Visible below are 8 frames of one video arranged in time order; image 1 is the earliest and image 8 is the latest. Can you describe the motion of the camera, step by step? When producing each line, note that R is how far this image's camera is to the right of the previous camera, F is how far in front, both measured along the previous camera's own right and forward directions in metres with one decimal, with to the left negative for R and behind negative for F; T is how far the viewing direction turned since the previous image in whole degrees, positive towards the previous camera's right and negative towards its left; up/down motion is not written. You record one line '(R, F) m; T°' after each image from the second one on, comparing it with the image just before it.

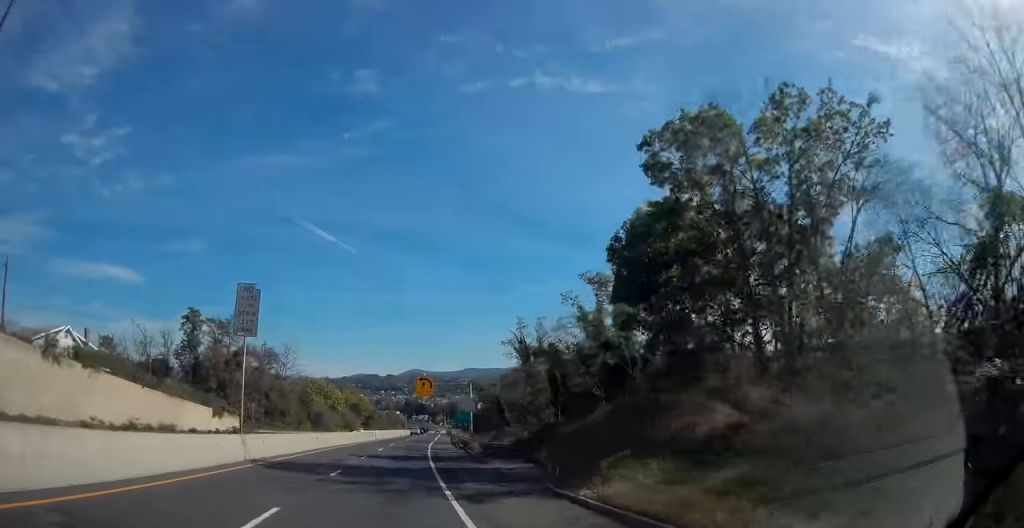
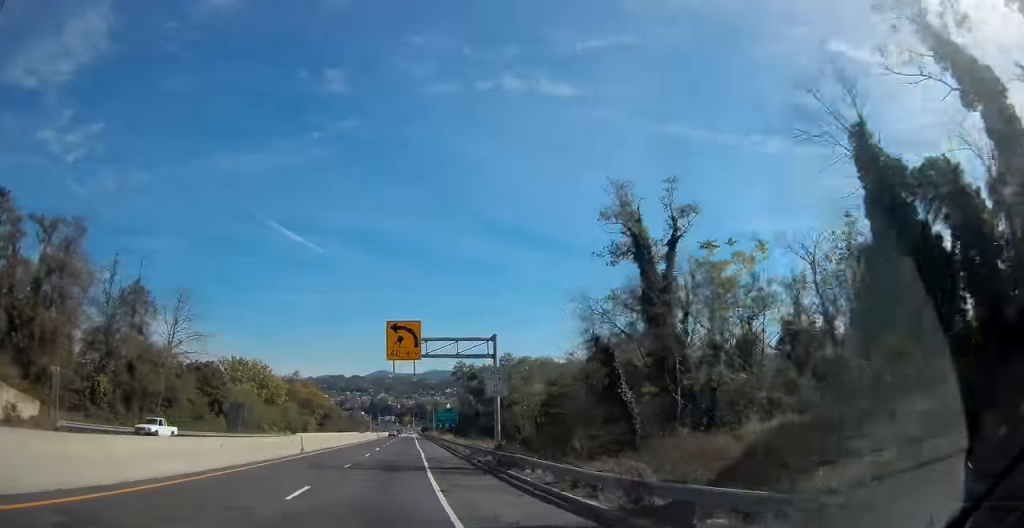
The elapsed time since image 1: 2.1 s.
(-0.8, +42.7) m; 0°
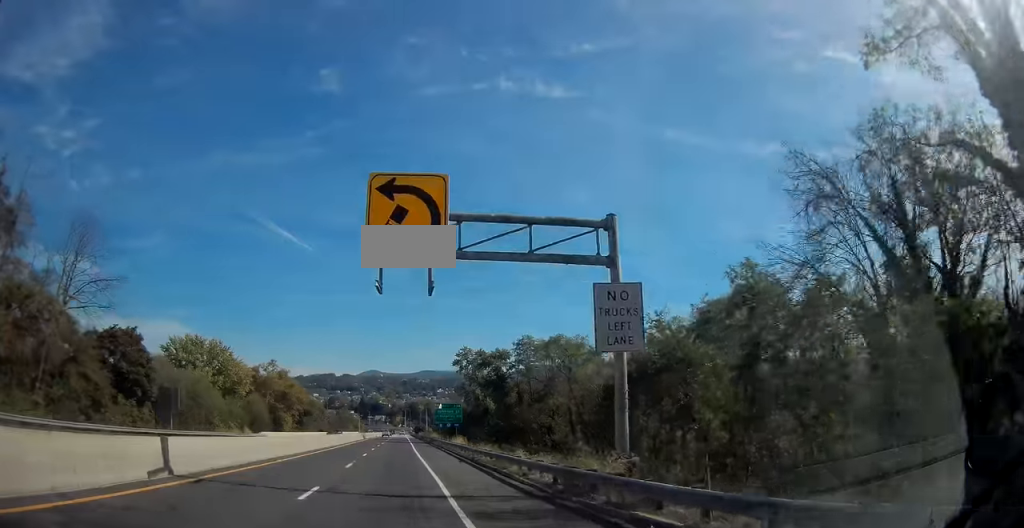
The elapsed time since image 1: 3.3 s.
(+0.8, +23.8) m; +3°
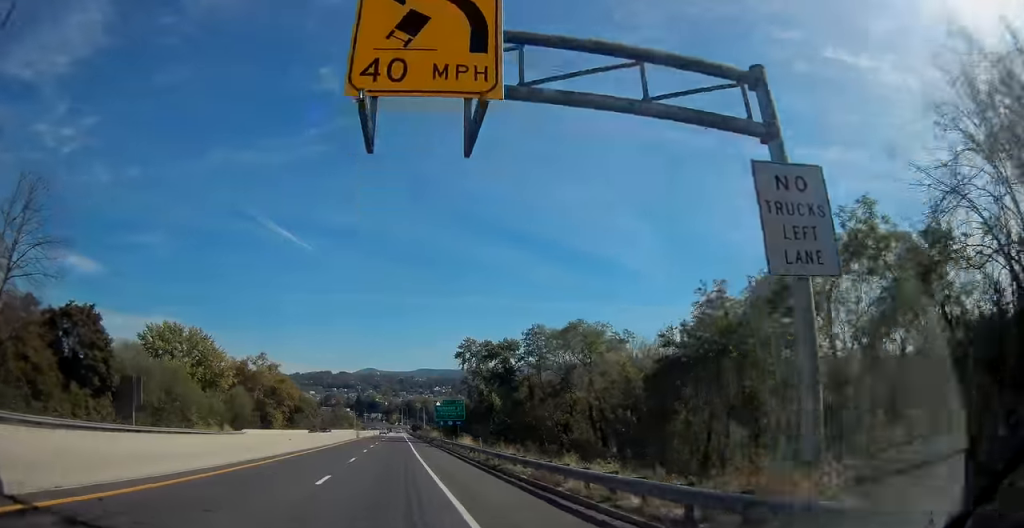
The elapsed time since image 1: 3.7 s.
(0.0, +8.8) m; 0°
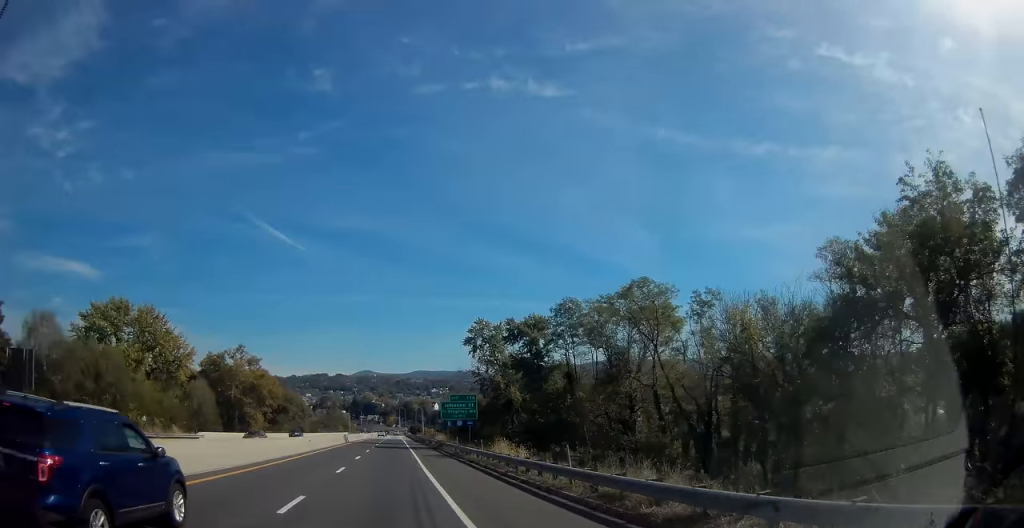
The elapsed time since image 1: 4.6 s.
(+0.4, +17.6) m; +1°
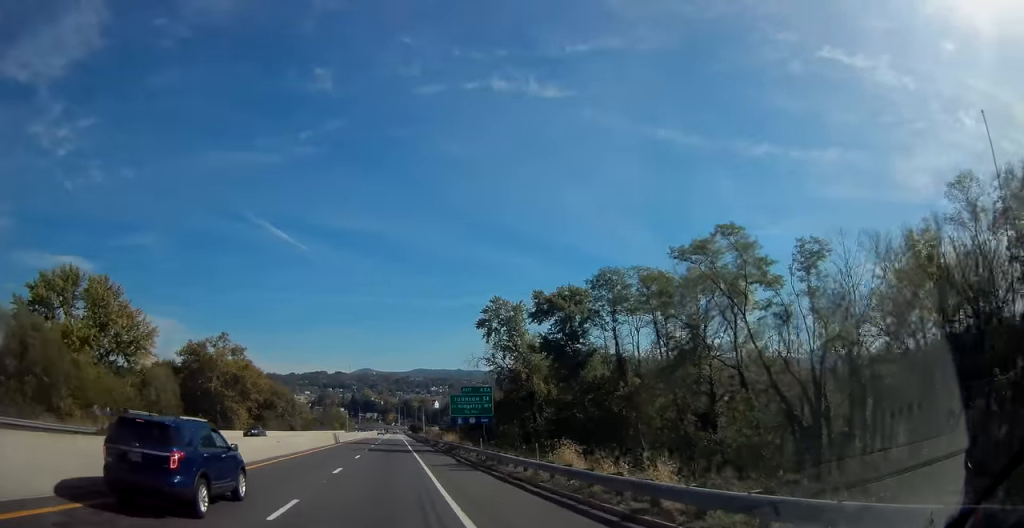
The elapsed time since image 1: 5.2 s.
(-0.1, +13.0) m; 0°
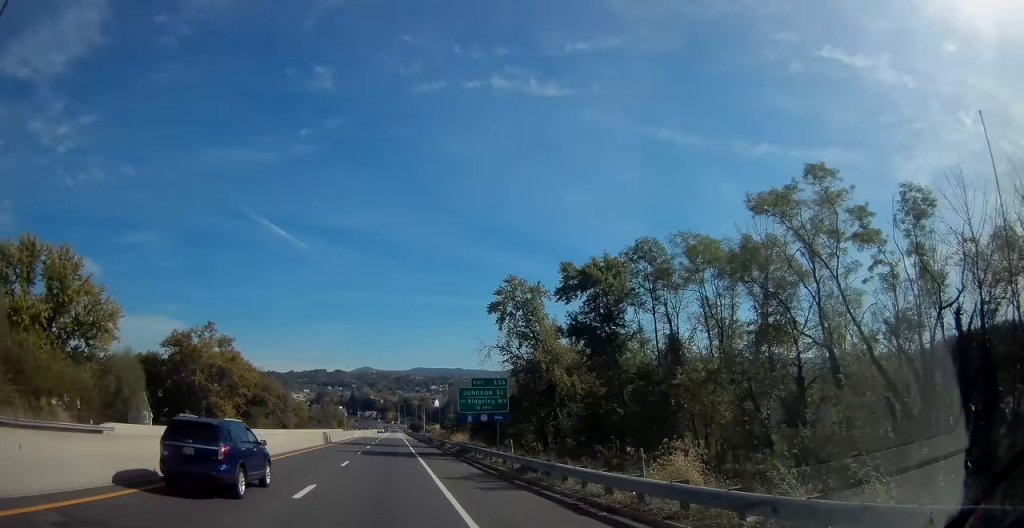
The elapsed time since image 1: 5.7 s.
(0.0, +8.9) m; 0°
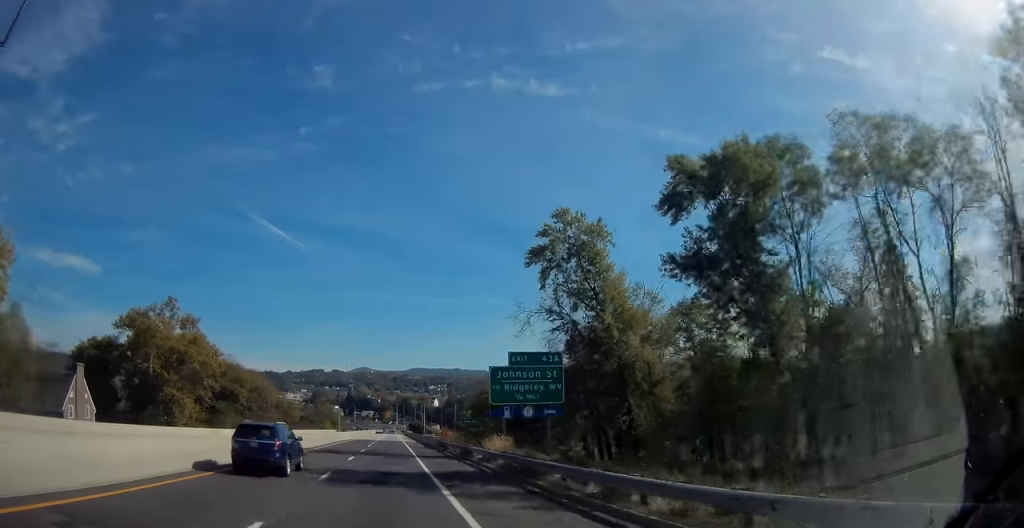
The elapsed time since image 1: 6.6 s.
(0.0, +19.4) m; +1°
